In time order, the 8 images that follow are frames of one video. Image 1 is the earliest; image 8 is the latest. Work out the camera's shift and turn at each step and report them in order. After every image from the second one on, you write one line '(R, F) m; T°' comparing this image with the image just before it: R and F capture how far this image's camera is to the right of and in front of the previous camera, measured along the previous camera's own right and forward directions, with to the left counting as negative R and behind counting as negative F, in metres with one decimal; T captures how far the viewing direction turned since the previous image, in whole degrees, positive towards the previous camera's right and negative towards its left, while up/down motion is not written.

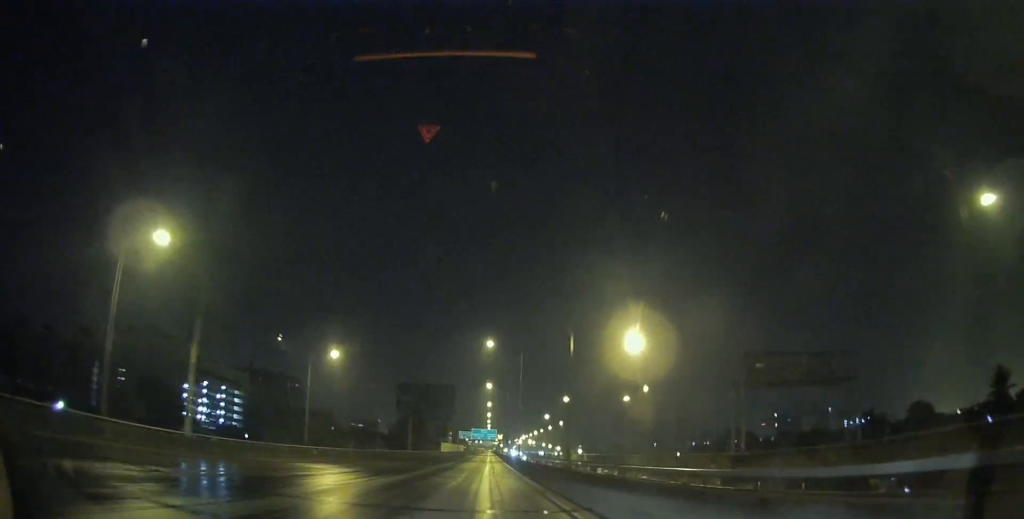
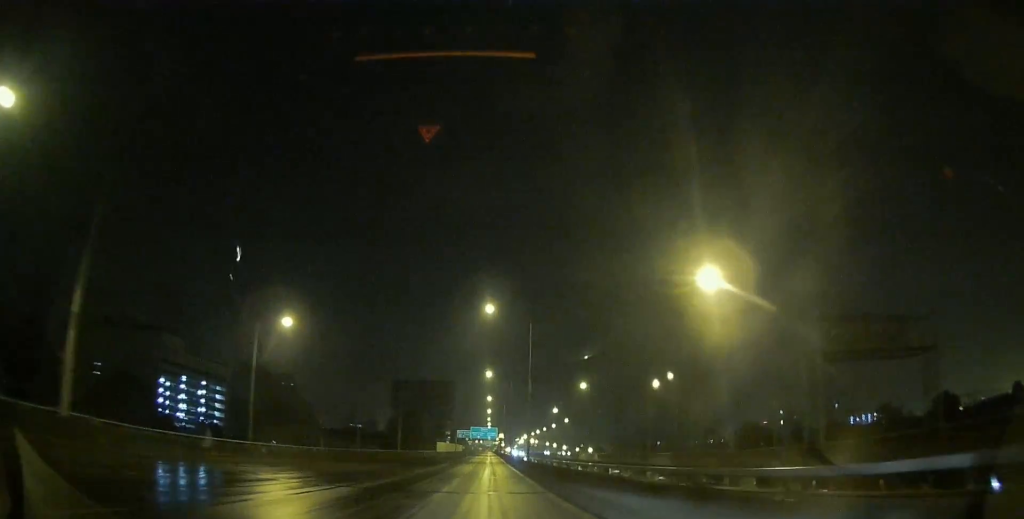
(0.0, +13.0) m; 0°
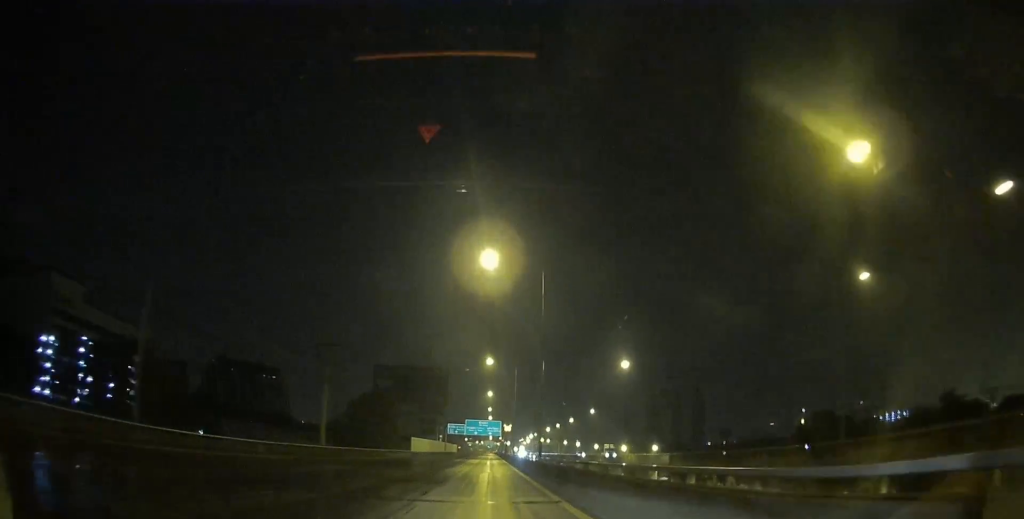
(+0.1, +47.1) m; 0°
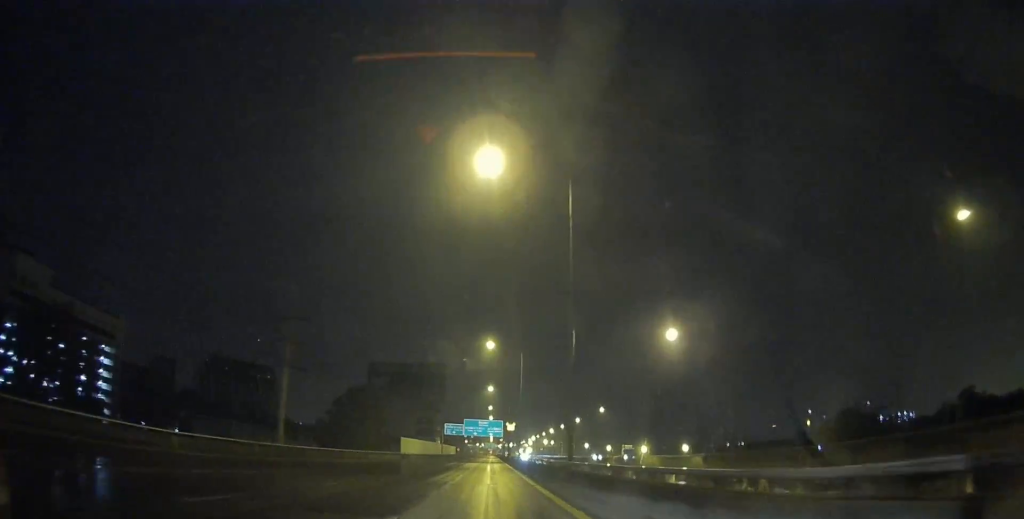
(0.0, +11.5) m; 0°
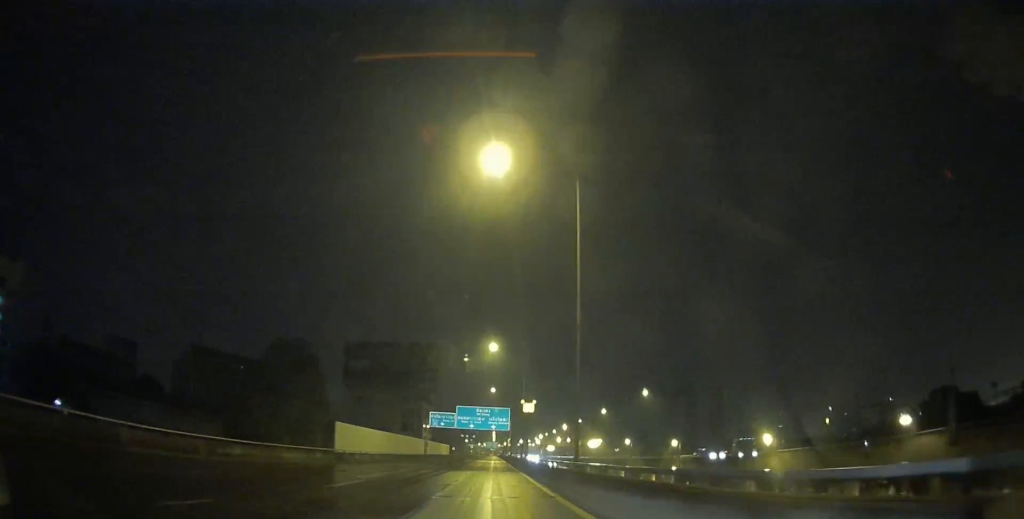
(0.0, +36.5) m; 0°
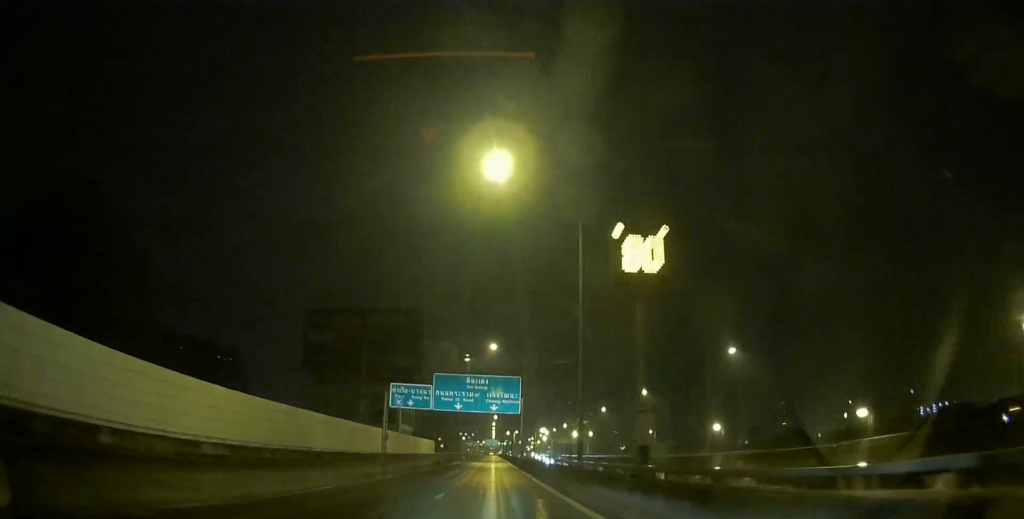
(0.0, +37.0) m; 0°
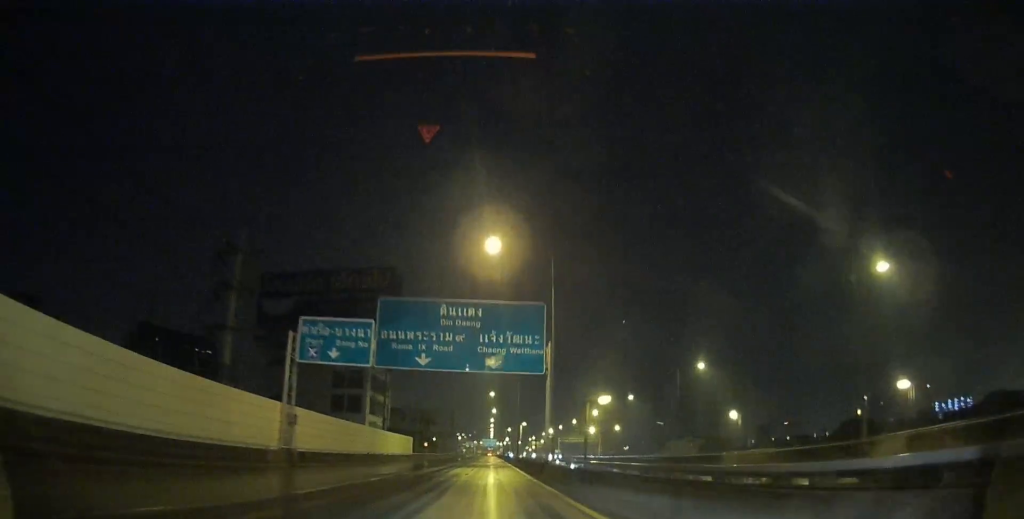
(-0.1, +27.9) m; 0°
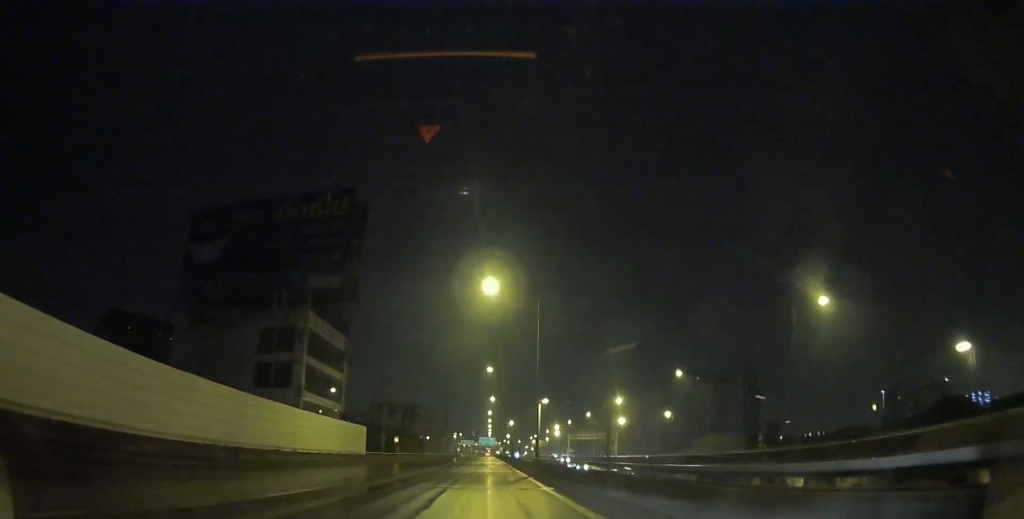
(+0.1, +29.7) m; 0°
